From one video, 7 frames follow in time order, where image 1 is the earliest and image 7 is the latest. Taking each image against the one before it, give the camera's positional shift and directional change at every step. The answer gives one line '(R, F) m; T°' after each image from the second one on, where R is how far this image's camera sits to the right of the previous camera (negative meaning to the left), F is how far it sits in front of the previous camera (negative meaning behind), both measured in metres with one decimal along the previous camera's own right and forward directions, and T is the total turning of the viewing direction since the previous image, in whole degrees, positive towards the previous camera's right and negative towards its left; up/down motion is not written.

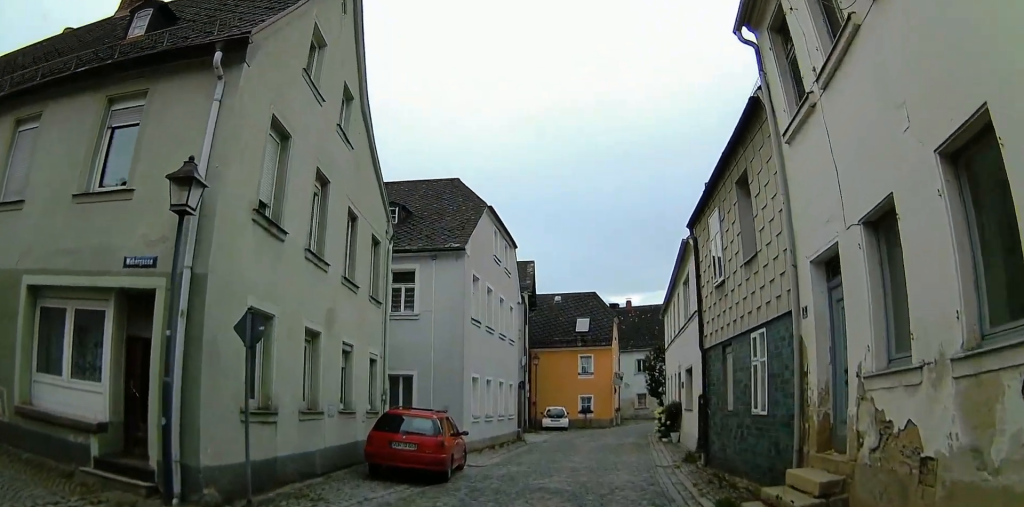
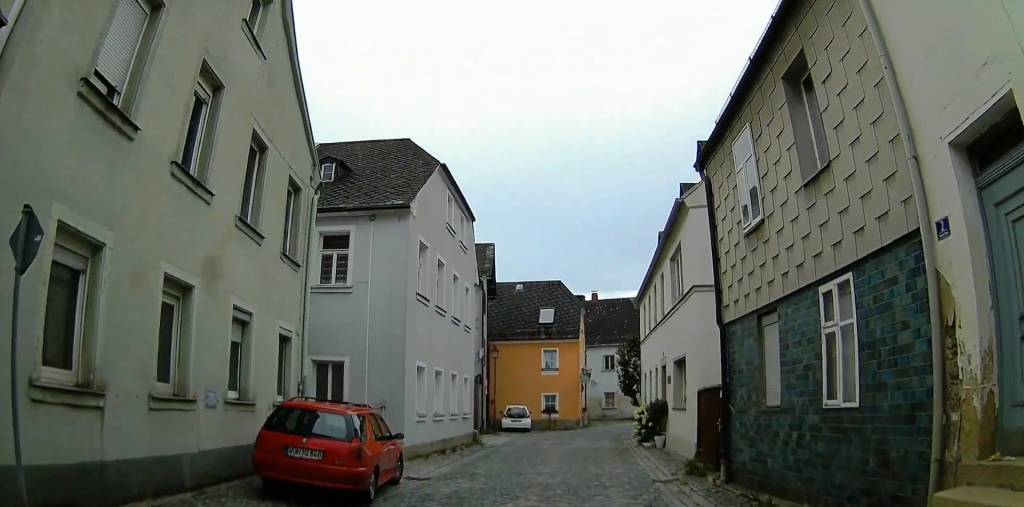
(+0.3, +4.0) m; +4°
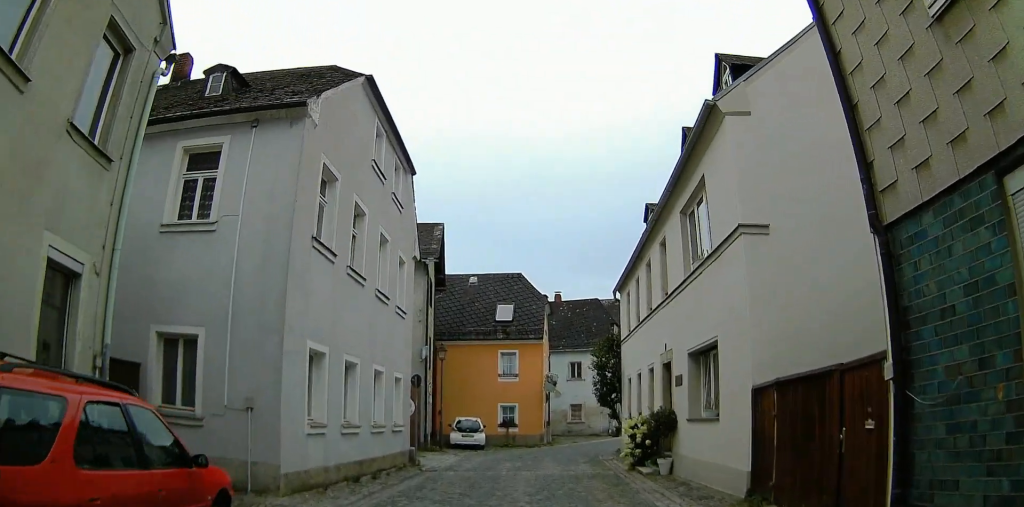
(+0.1, +5.7) m; 0°
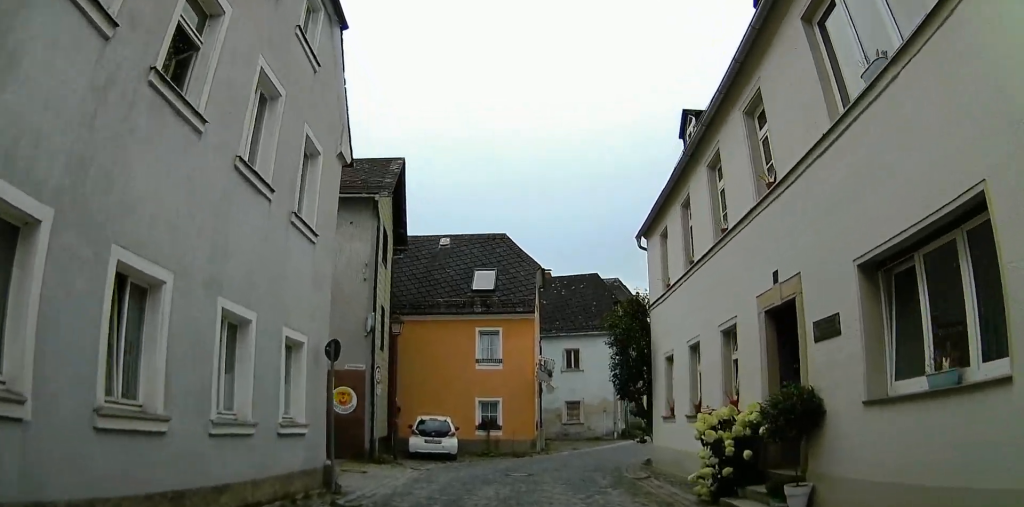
(-0.3, +7.0) m; -1°
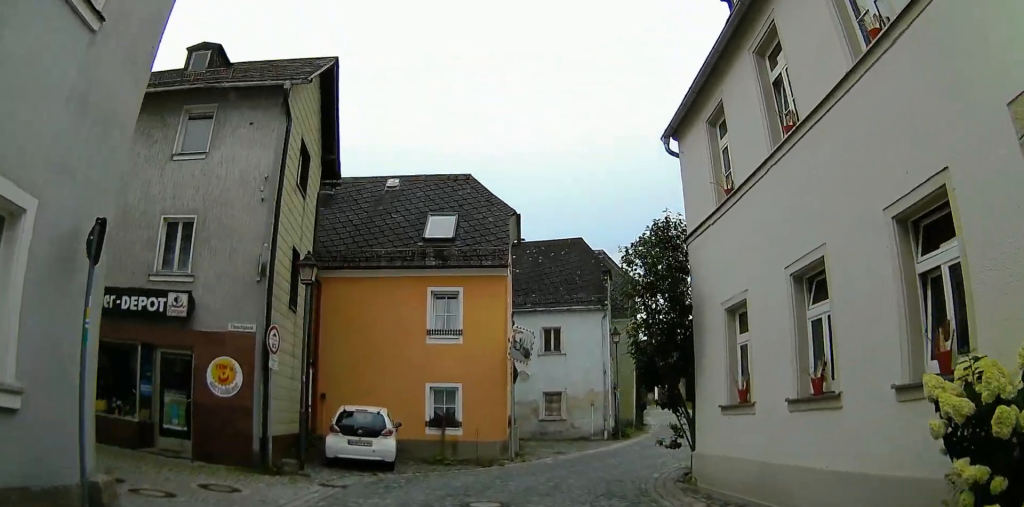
(+0.3, +6.1) m; 0°
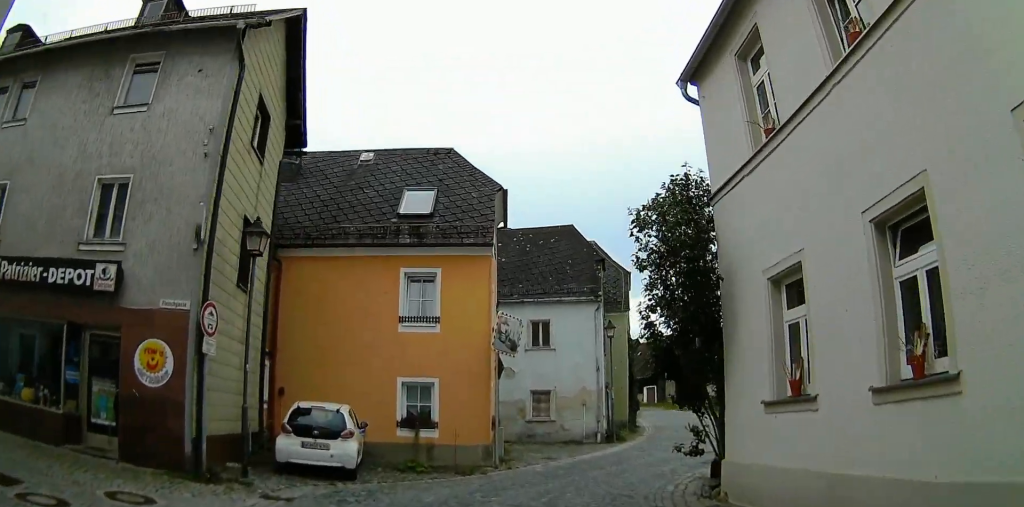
(-0.2, +2.3) m; +1°
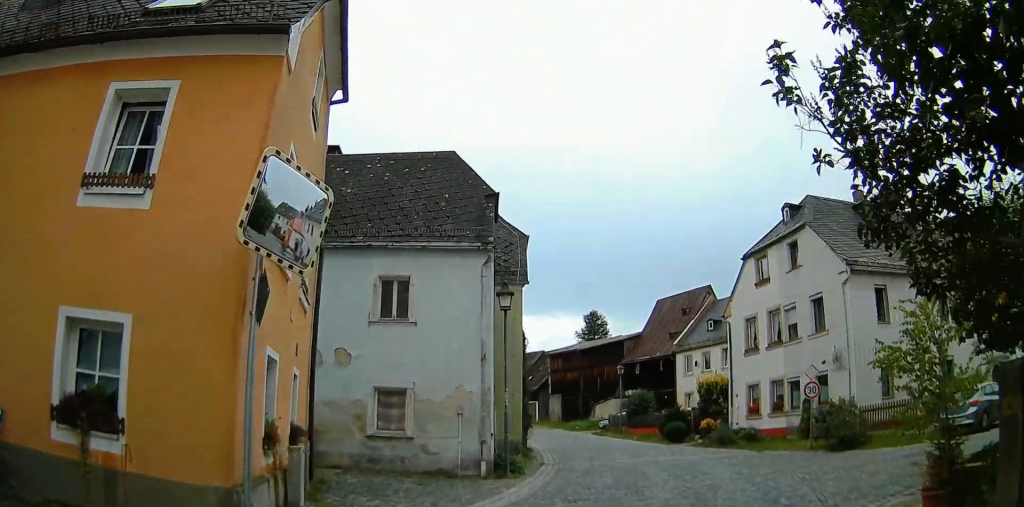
(+1.7, +8.8) m; +21°
